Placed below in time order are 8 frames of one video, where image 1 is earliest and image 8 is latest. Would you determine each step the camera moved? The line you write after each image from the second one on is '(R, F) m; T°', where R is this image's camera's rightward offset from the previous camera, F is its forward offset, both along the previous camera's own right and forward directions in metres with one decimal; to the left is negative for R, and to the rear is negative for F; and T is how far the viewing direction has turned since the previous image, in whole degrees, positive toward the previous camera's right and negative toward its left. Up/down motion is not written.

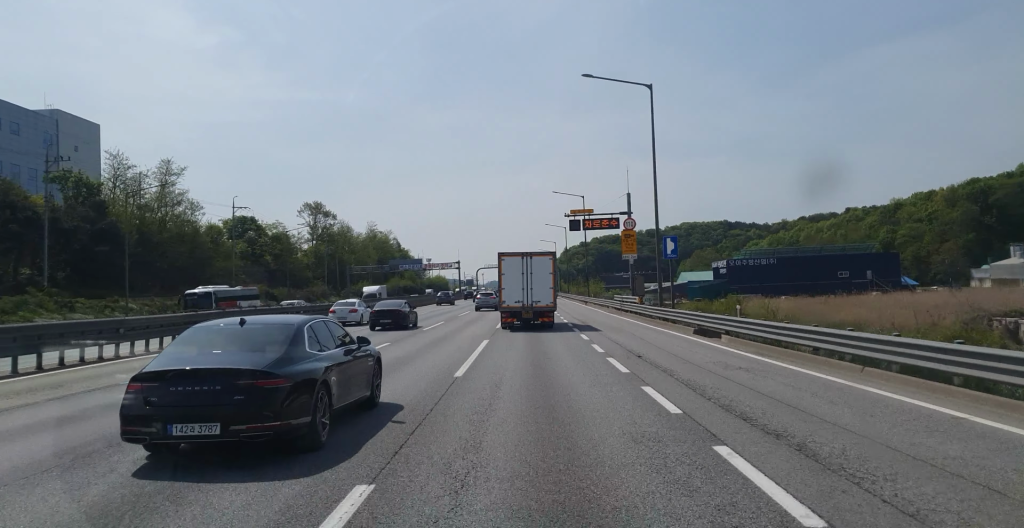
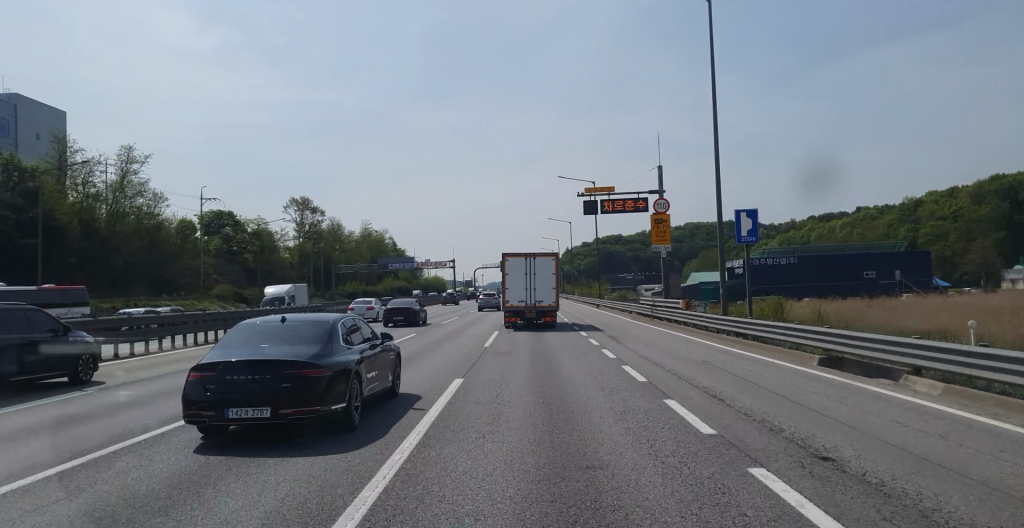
(0.0, +11.7) m; 0°
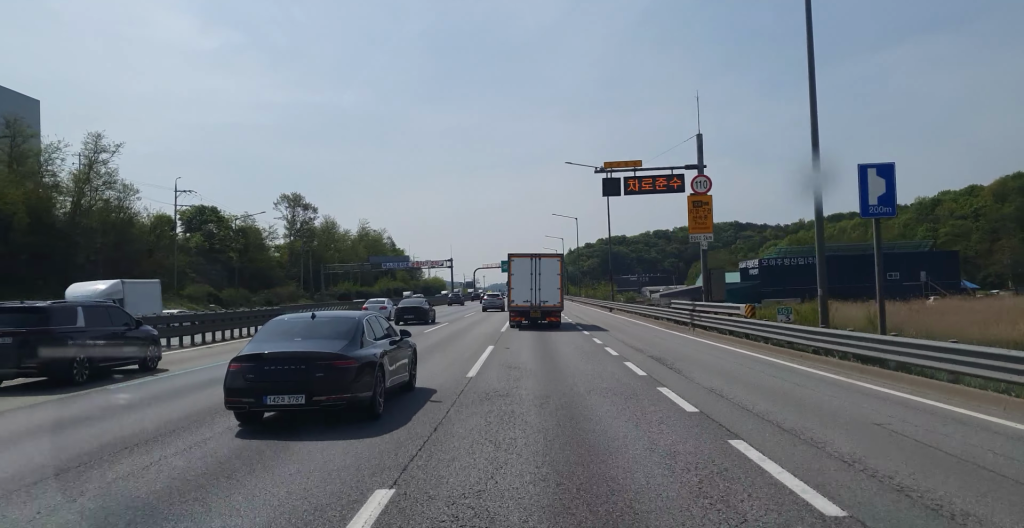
(0.0, +8.9) m; 0°
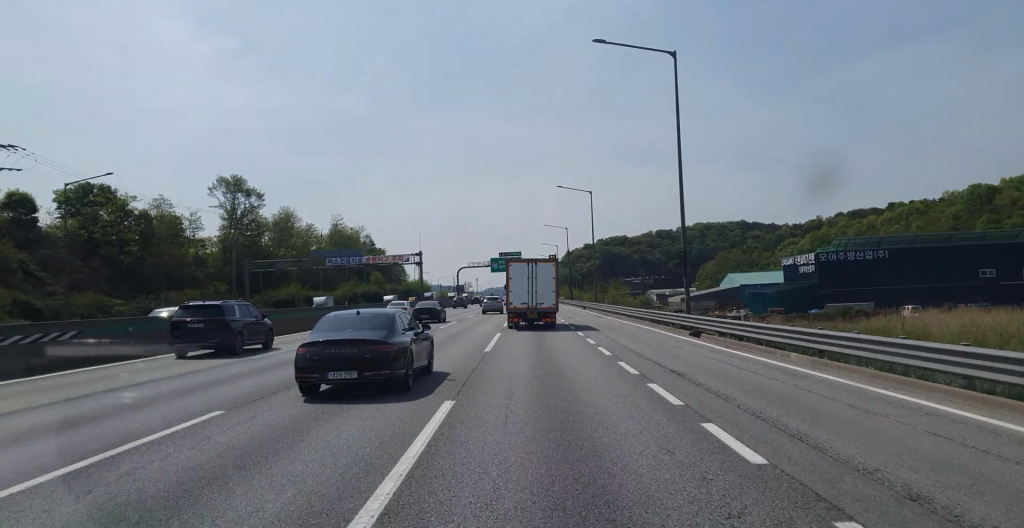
(0.0, +32.8) m; 0°
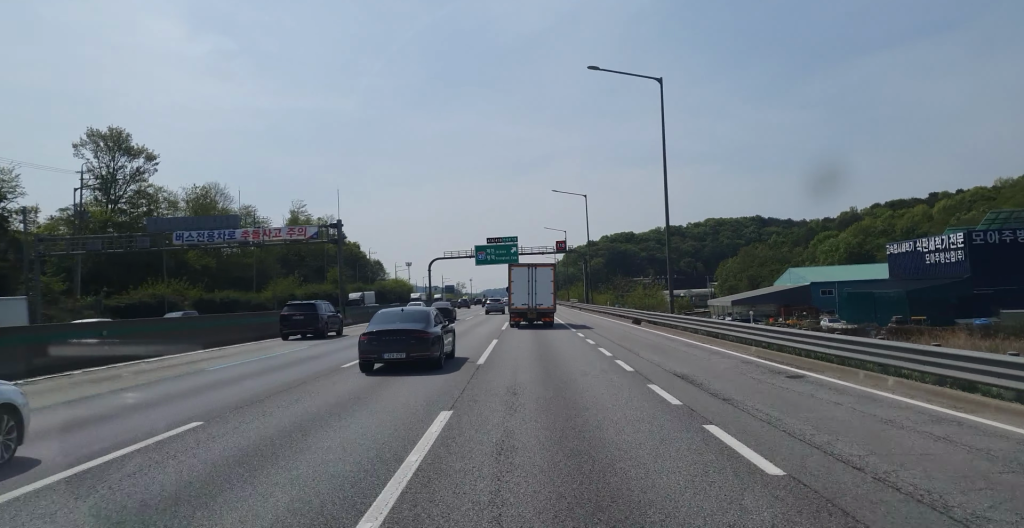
(0.0, +41.6) m; 0°
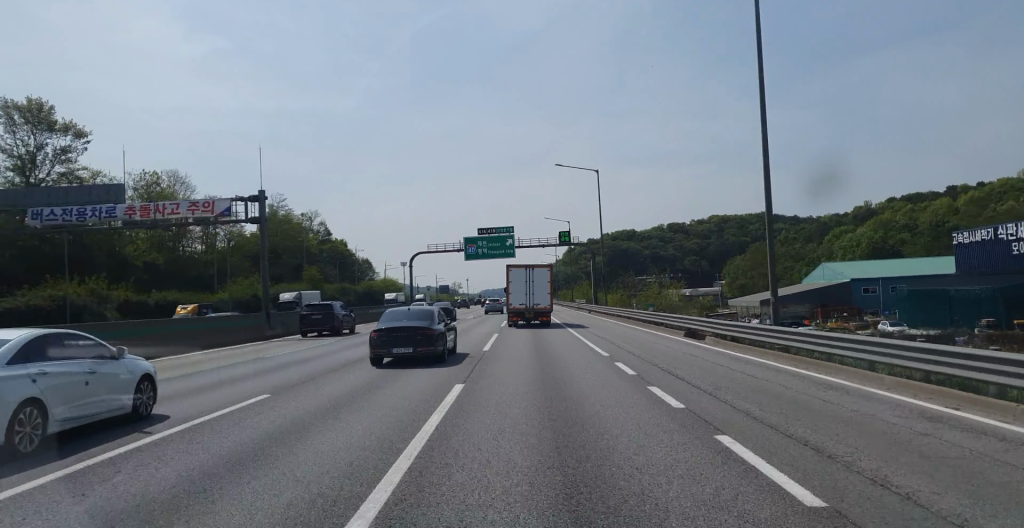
(0.0, +15.8) m; 0°
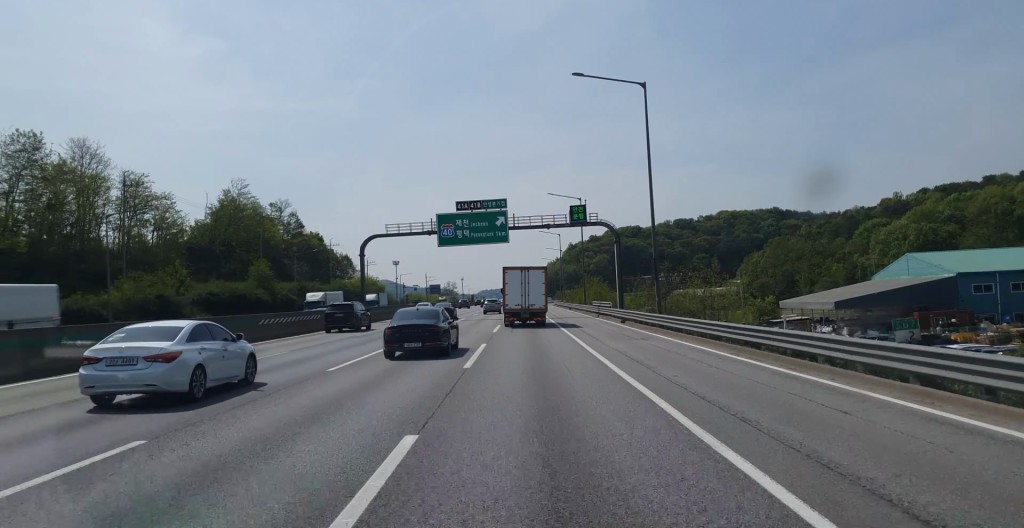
(0.0, +26.3) m; 0°
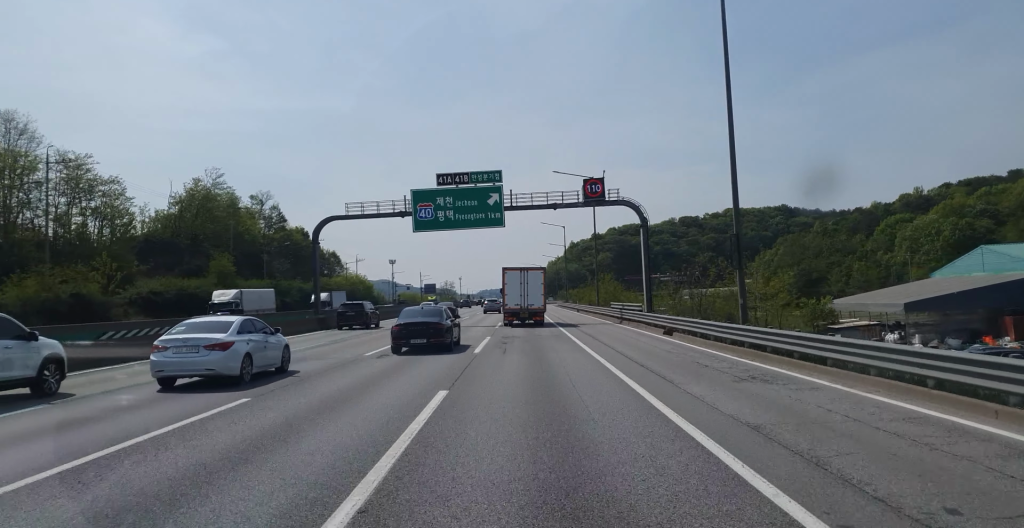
(0.0, +15.4) m; 0°
